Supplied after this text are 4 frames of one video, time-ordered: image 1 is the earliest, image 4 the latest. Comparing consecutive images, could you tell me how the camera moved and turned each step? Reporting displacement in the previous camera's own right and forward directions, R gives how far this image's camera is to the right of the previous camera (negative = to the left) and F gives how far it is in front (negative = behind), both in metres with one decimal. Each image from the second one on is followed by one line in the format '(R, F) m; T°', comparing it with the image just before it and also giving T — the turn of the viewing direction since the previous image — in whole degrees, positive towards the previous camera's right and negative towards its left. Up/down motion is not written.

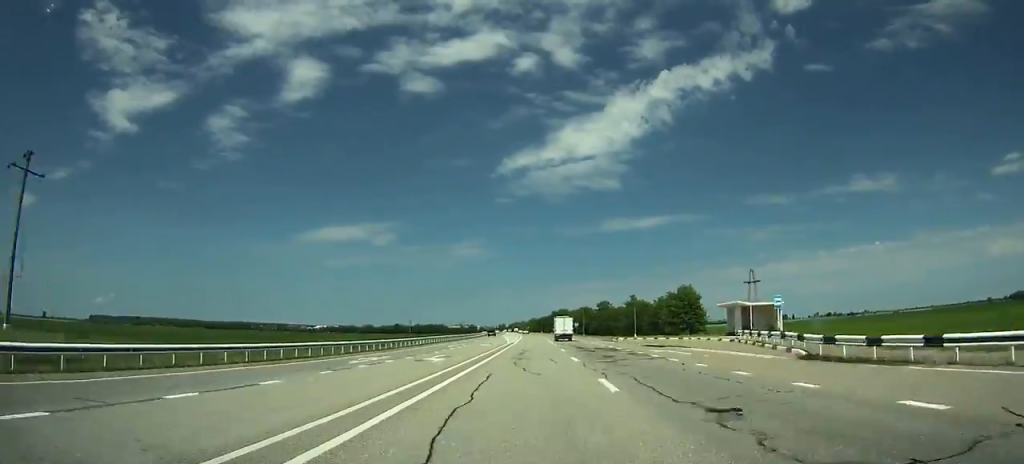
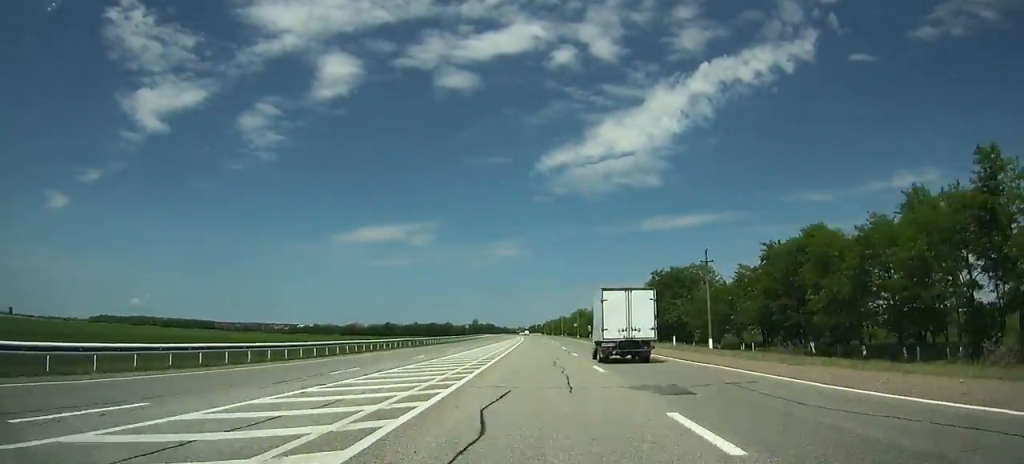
(-4.9, +200.8) m; -3°
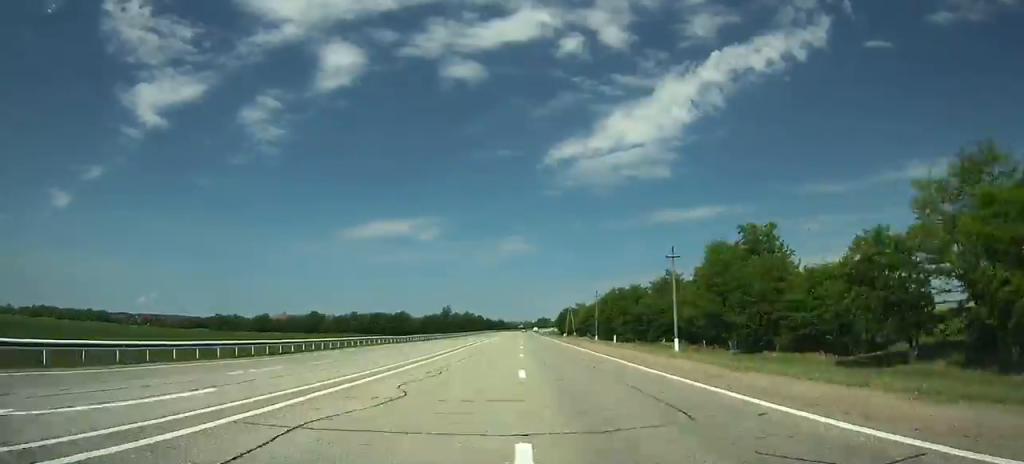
(-3.3, +196.4) m; -1°
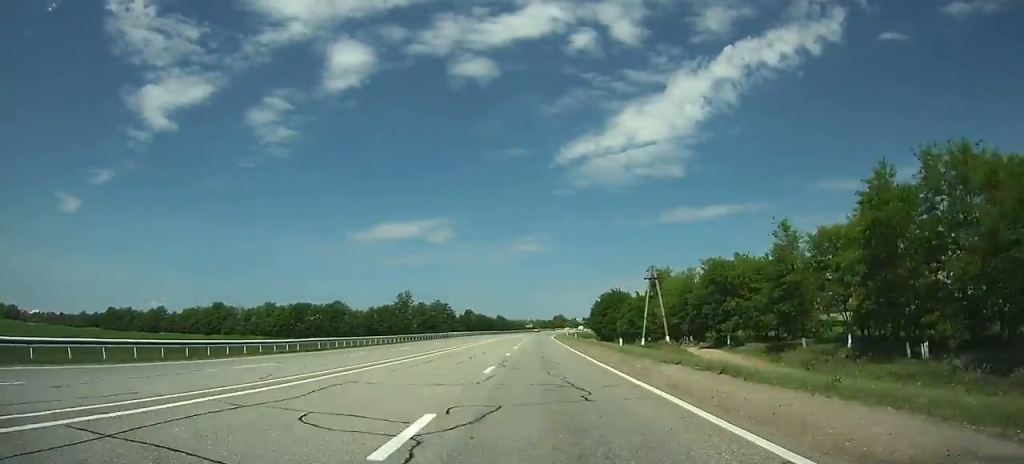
(-0.8, +116.0) m; 0°
